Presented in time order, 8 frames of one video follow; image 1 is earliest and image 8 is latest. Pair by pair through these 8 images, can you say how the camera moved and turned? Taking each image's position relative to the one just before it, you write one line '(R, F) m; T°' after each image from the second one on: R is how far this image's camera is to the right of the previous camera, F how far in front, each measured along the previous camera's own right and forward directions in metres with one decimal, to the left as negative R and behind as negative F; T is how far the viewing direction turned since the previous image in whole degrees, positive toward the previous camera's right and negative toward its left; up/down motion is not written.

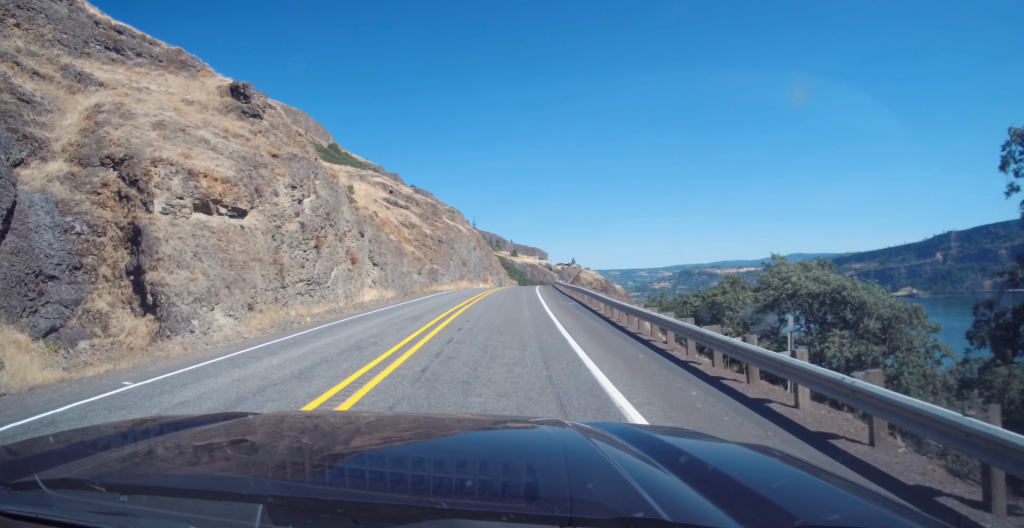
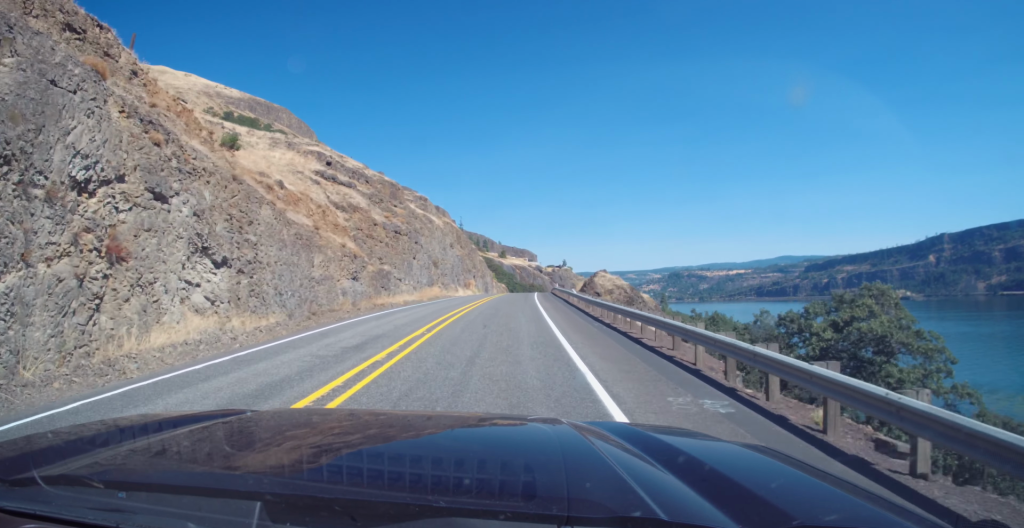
(+0.4, +24.2) m; +2°
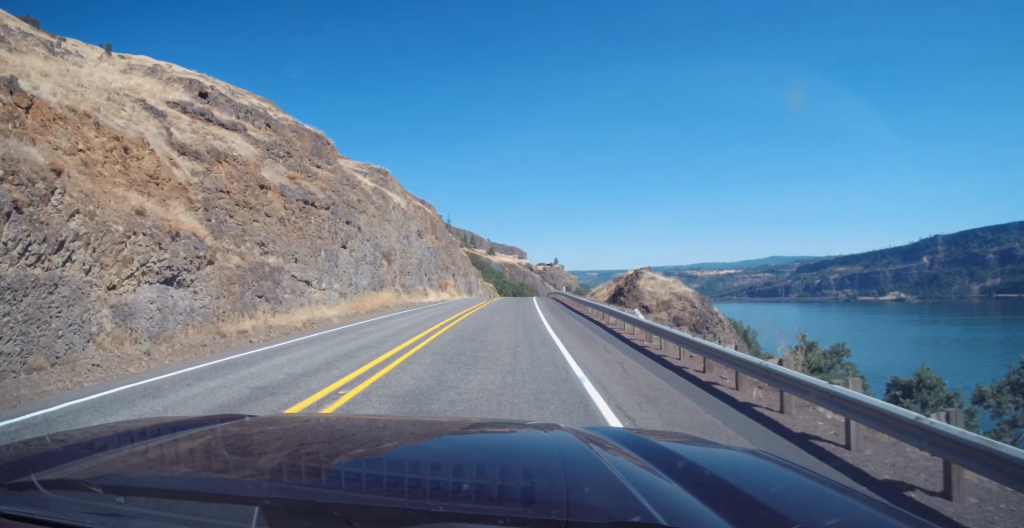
(+0.4, +23.4) m; +1°
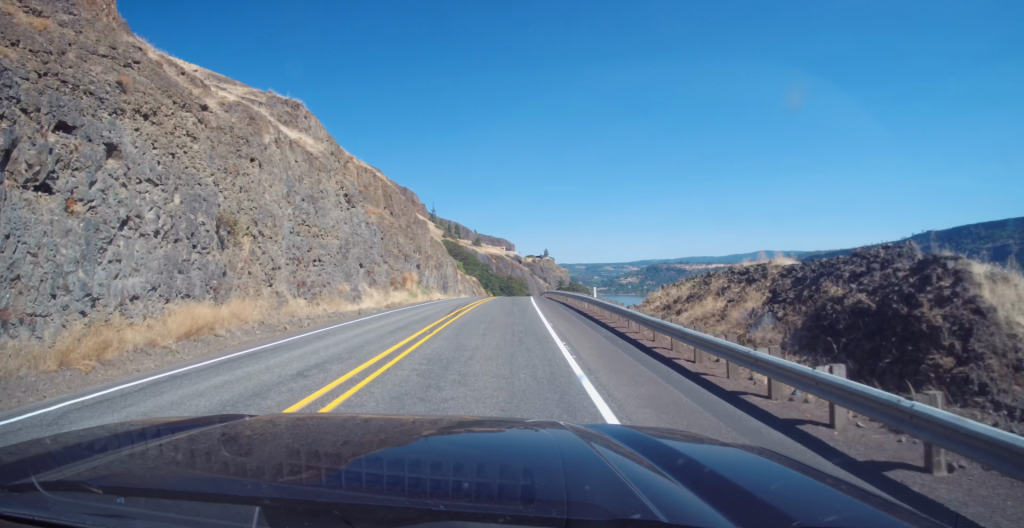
(0.0, +26.1) m; 0°
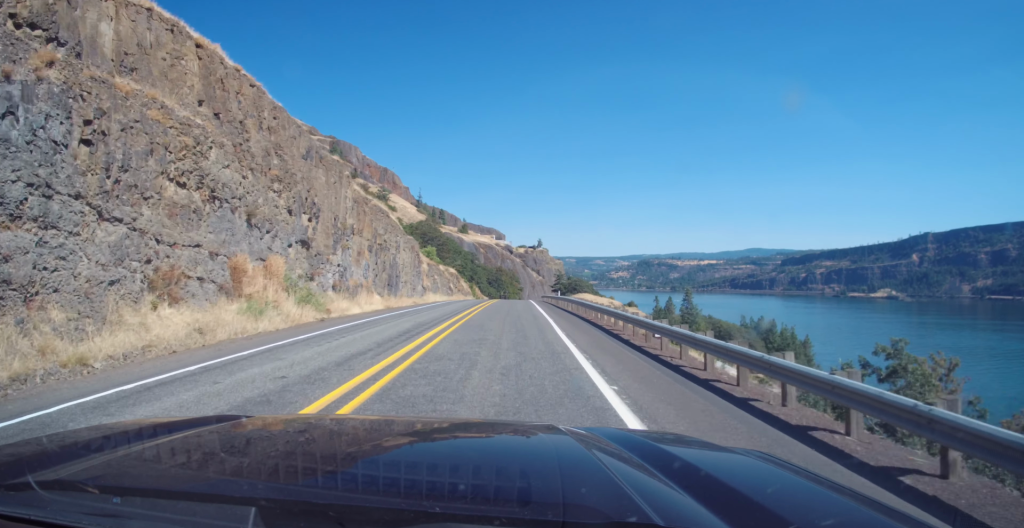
(+0.2, +38.5) m; +1°
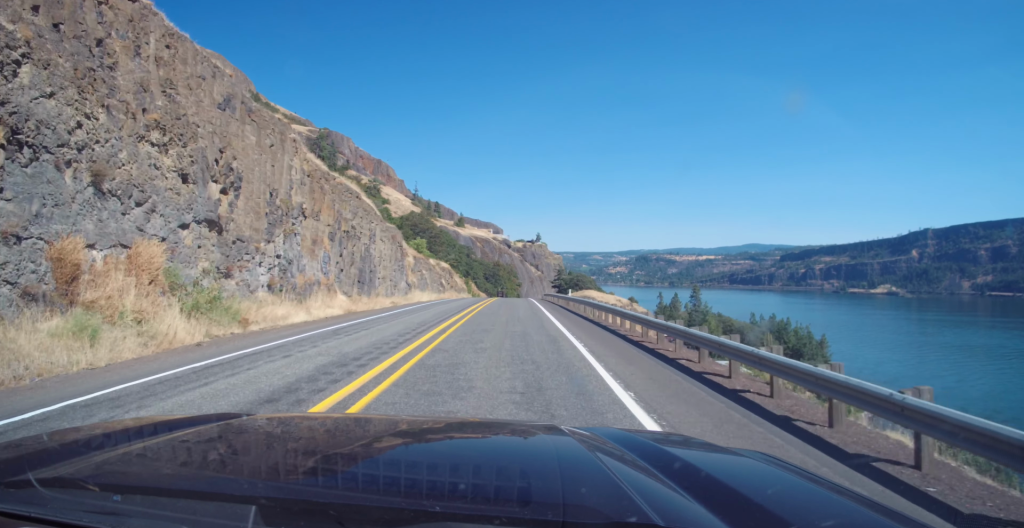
(0.0, +10.9) m; 0°
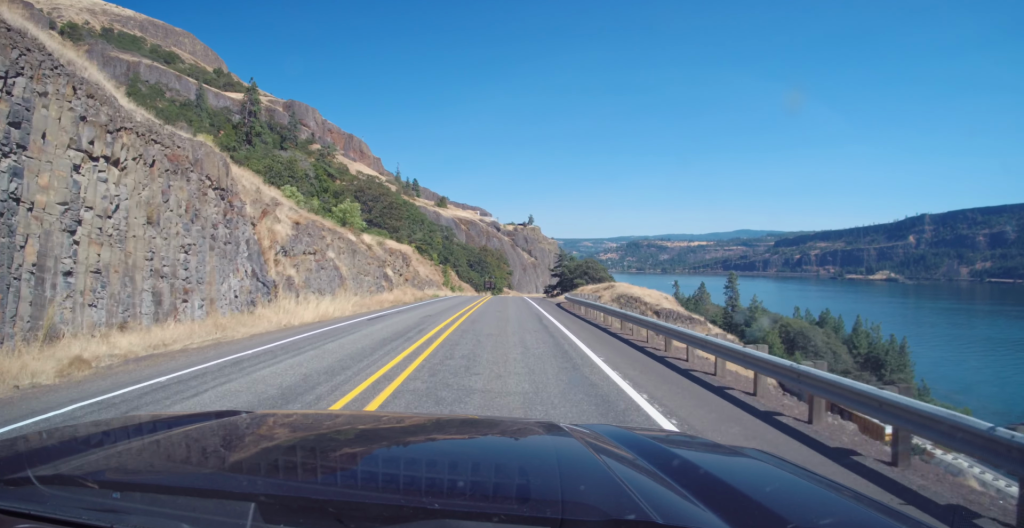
(+0.9, +40.0) m; +1°
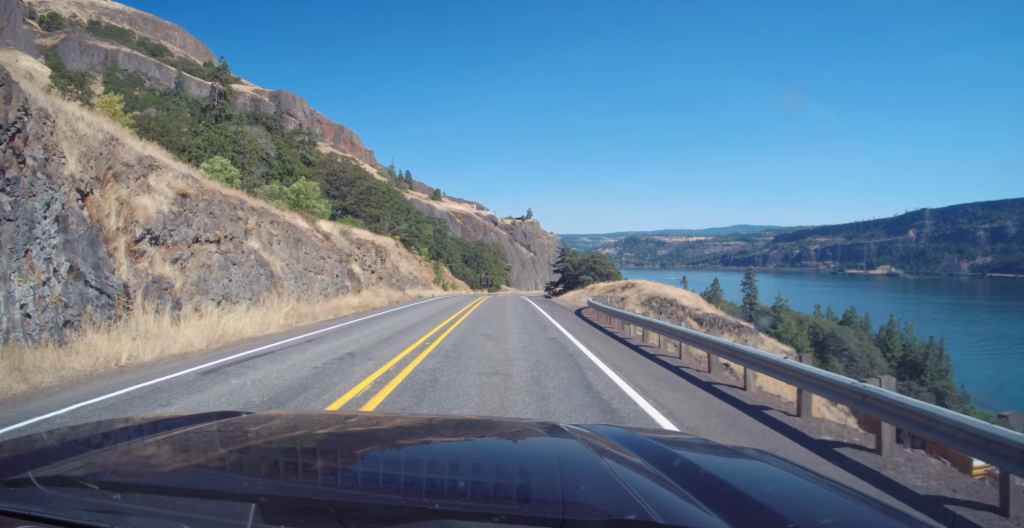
(-0.1, +13.1) m; 0°
